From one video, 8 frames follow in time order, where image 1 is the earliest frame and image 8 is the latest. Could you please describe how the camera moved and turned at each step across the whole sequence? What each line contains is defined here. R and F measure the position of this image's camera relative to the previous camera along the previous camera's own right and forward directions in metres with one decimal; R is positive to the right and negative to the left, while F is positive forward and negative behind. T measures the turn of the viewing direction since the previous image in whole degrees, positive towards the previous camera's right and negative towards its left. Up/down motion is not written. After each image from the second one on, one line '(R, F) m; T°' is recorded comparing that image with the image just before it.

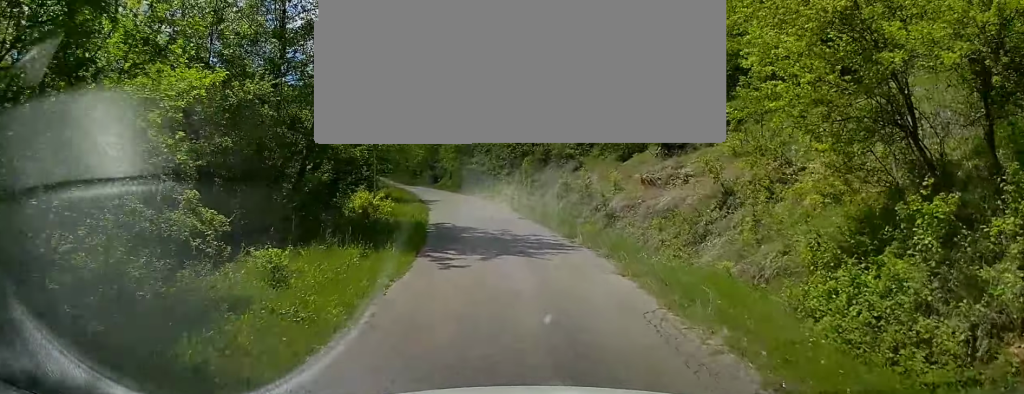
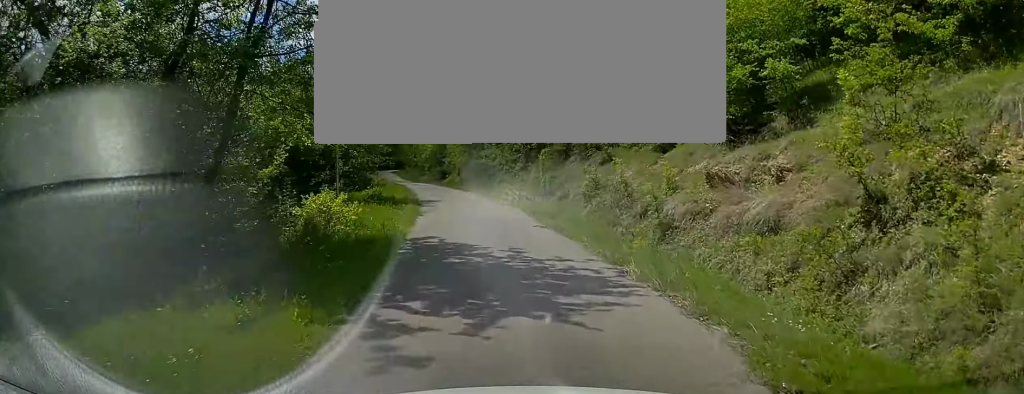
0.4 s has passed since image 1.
(0.0, +5.4) m; -1°
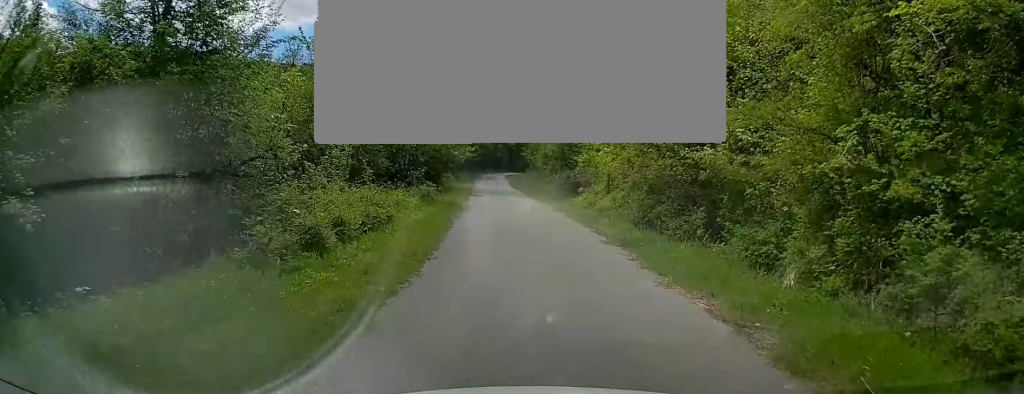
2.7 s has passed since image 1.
(-1.4, +28.2) m; -7°
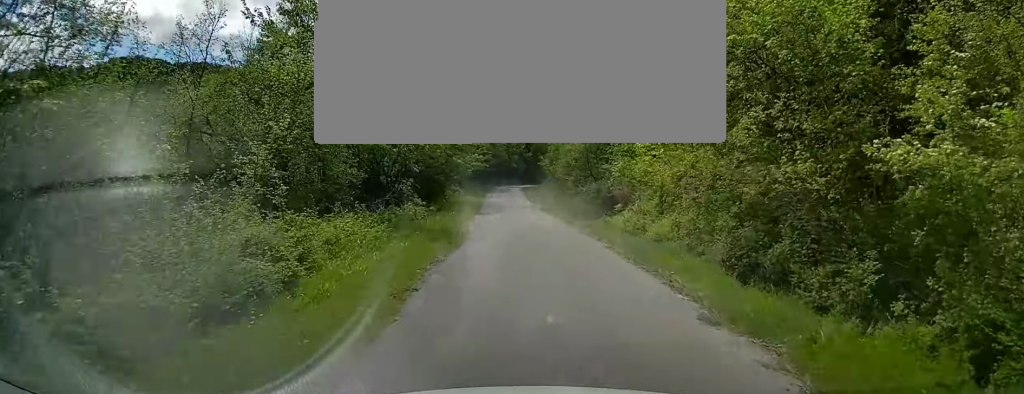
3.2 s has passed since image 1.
(-0.3, +6.0) m; -2°
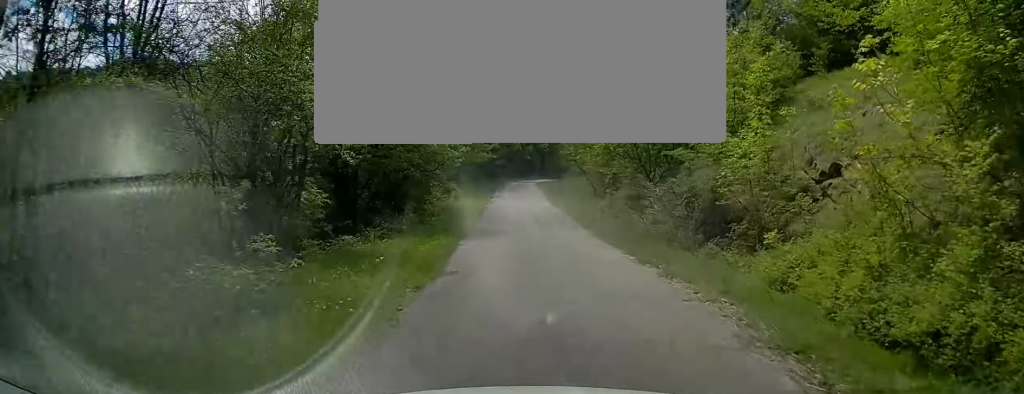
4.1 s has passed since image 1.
(-0.3, +11.1) m; -3°
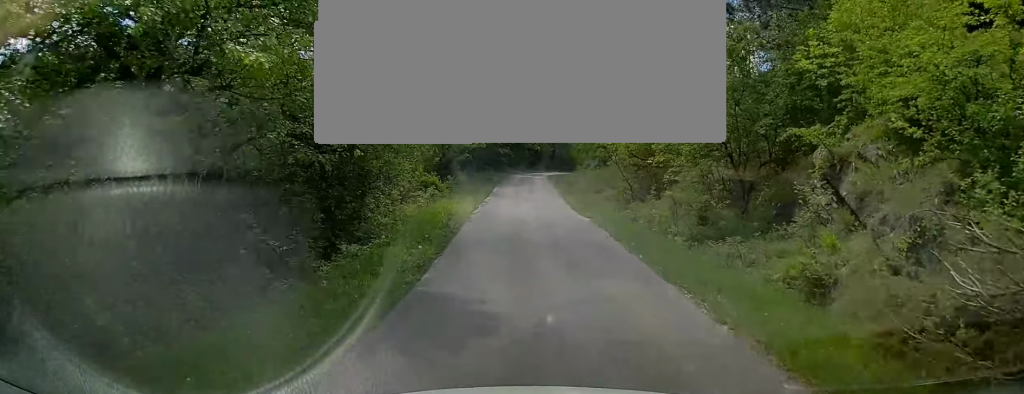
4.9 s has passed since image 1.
(0.0, +9.6) m; -2°
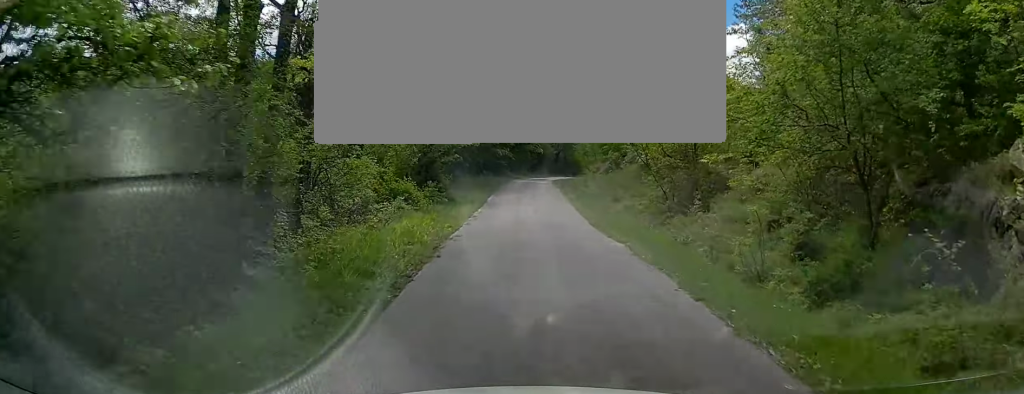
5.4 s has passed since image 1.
(-0.1, +5.7) m; -1°
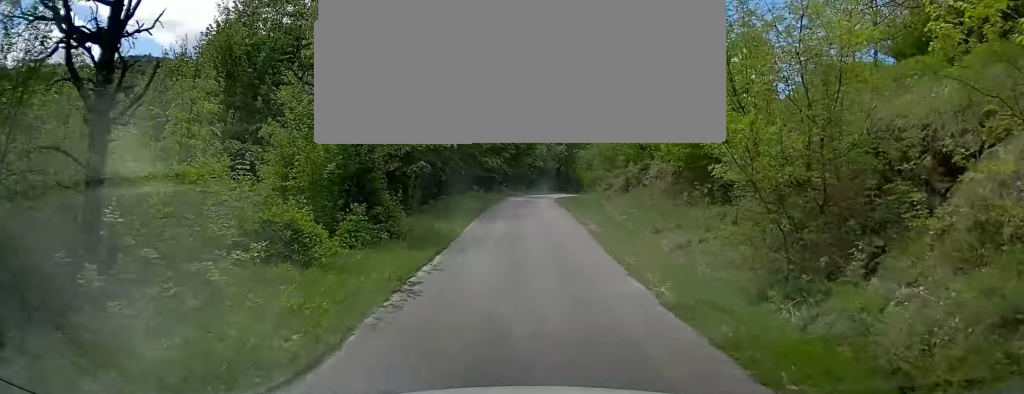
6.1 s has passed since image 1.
(-0.1, +8.9) m; -1°
